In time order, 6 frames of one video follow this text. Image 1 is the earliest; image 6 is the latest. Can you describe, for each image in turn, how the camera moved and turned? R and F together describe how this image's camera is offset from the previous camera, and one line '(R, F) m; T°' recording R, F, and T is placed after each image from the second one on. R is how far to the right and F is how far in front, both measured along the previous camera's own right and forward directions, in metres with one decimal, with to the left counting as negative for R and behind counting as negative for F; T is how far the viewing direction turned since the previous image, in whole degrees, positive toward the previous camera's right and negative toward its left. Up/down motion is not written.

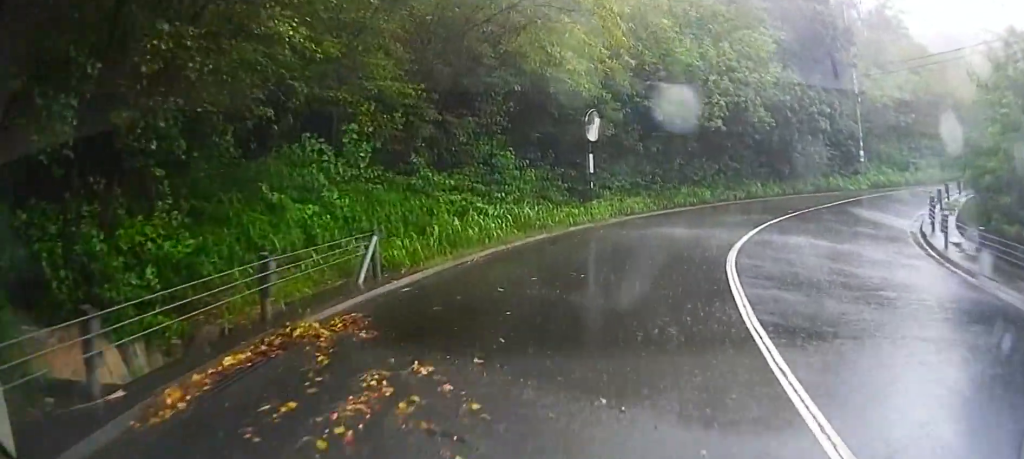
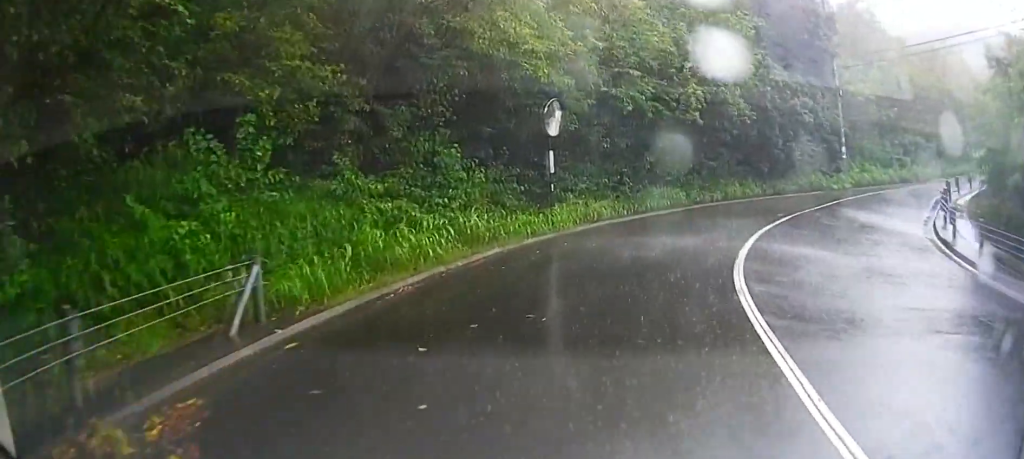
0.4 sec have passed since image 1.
(0.0, +3.5) m; +5°
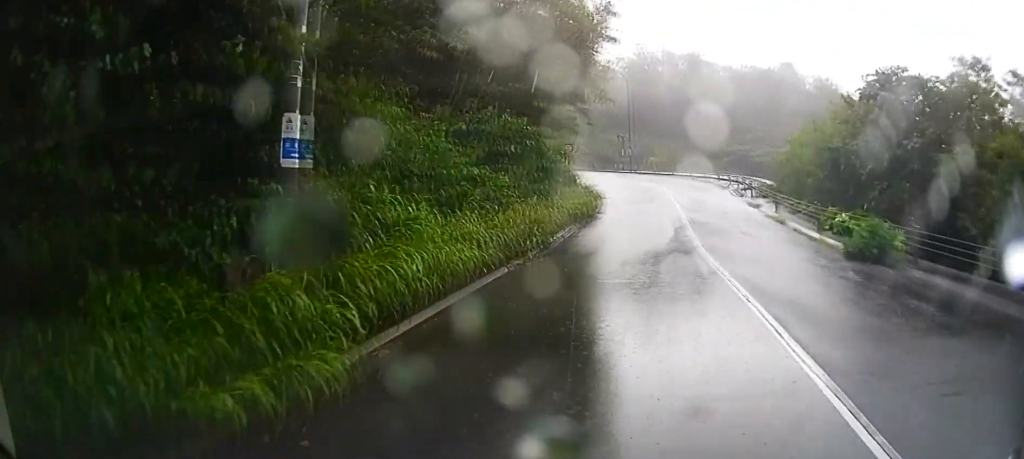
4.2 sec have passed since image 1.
(+18.7, +23.8) m; +63°
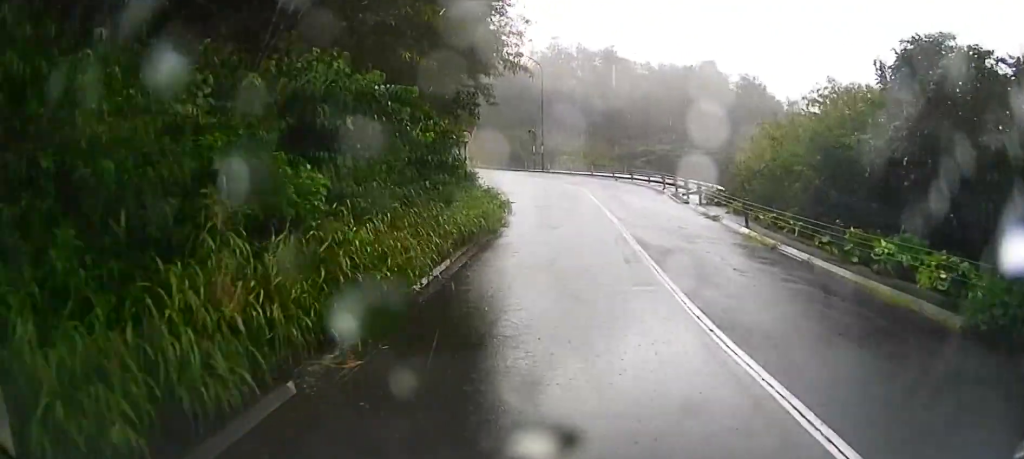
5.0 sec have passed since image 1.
(+0.1, +5.7) m; 0°
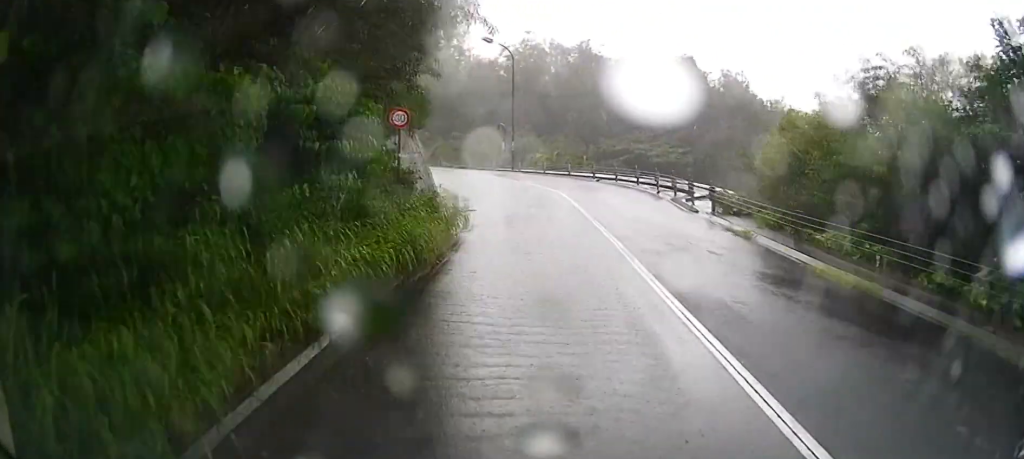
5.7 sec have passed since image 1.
(+0.1, +5.3) m; -2°
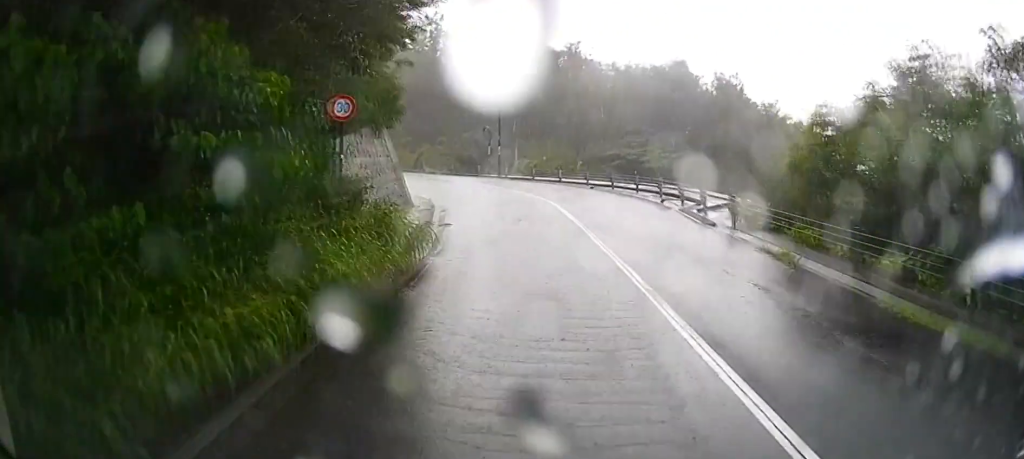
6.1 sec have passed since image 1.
(-0.2, +3.0) m; 0°
